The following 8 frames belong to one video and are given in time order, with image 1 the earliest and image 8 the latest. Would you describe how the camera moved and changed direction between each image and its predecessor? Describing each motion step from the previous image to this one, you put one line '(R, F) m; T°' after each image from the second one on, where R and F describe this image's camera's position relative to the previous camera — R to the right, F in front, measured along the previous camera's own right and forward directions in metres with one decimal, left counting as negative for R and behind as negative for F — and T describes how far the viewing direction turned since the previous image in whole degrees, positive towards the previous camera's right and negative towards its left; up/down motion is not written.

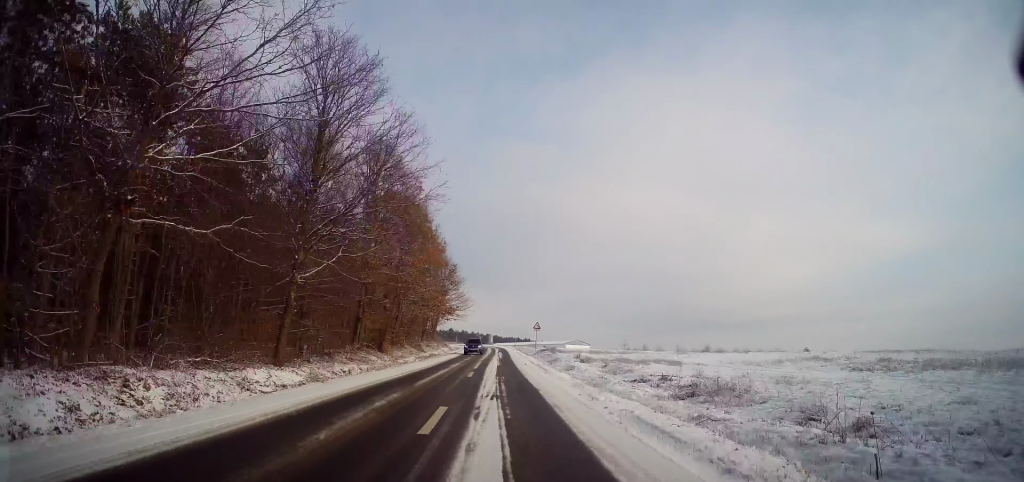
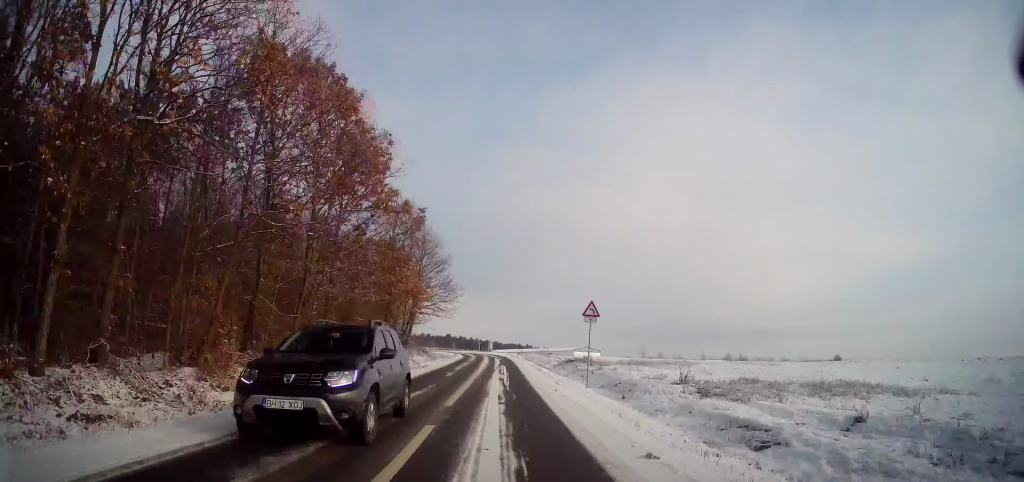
(-0.1, +25.8) m; -1°
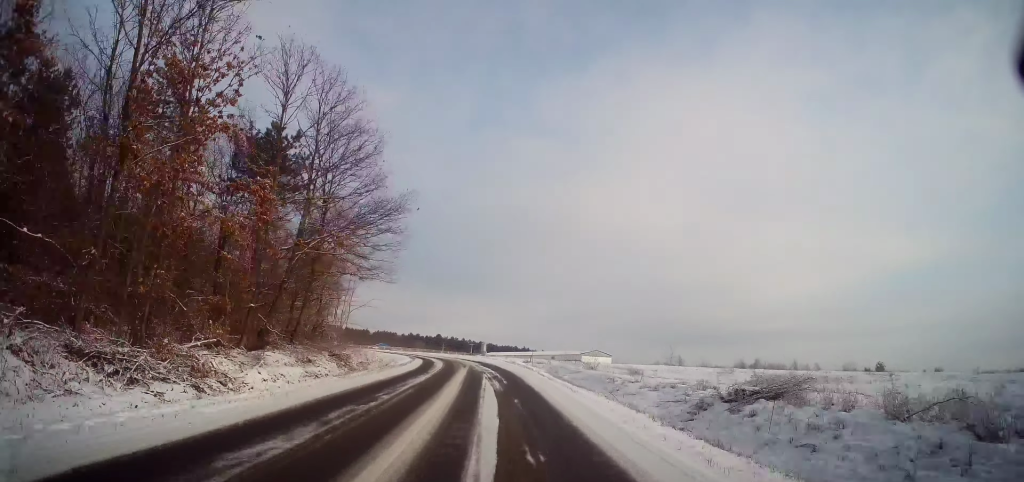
(-0.1, +32.9) m; 0°
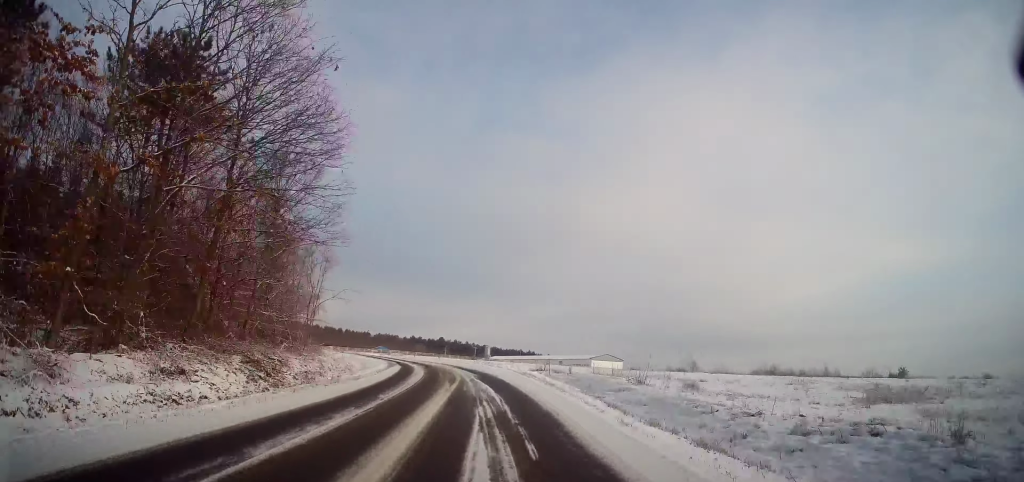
(-0.1, +10.8) m; +1°
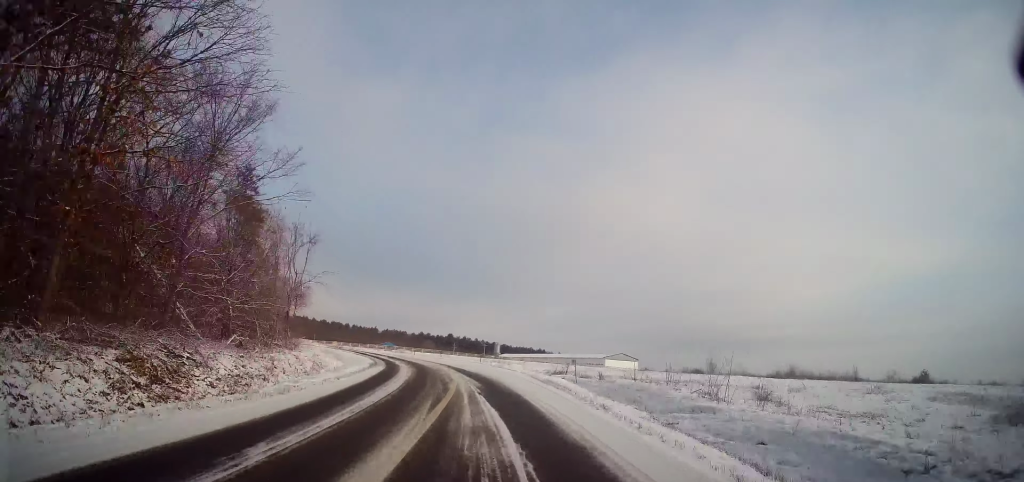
(+0.1, +7.2) m; -1°
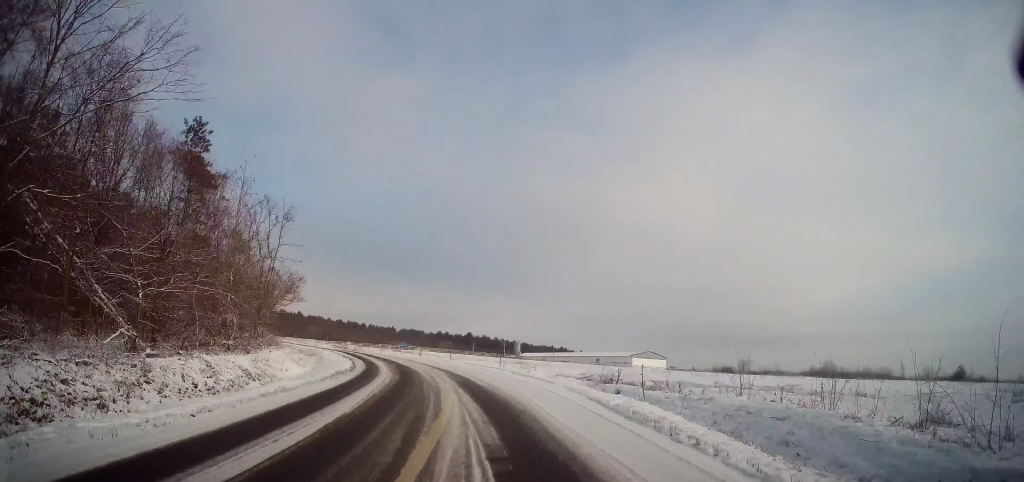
(+0.4, +9.6) m; -2°
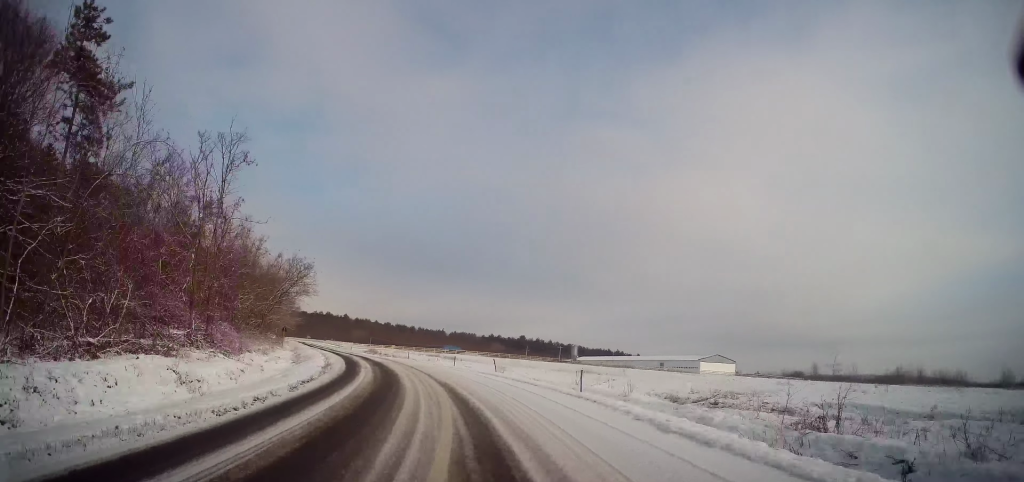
(-0.9, +14.4) m; -6°
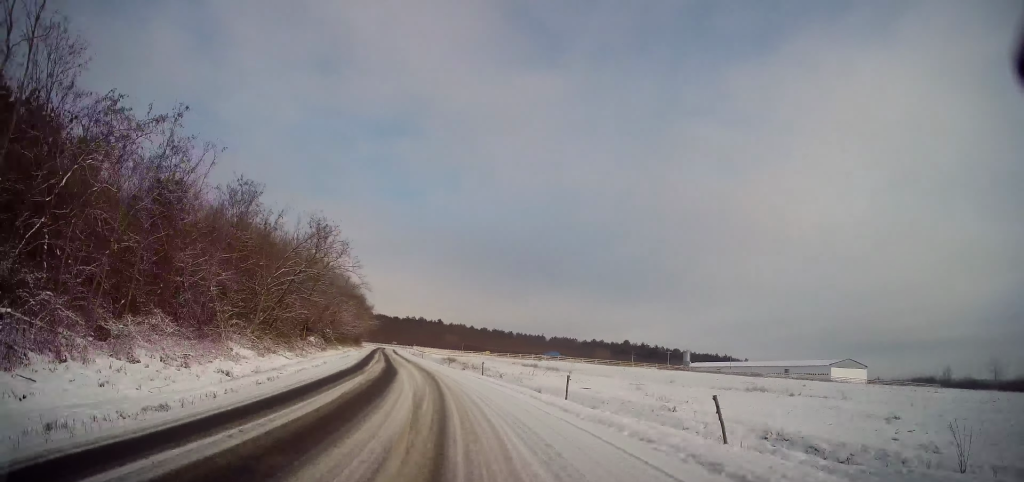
(-1.3, +19.6) m; -10°
